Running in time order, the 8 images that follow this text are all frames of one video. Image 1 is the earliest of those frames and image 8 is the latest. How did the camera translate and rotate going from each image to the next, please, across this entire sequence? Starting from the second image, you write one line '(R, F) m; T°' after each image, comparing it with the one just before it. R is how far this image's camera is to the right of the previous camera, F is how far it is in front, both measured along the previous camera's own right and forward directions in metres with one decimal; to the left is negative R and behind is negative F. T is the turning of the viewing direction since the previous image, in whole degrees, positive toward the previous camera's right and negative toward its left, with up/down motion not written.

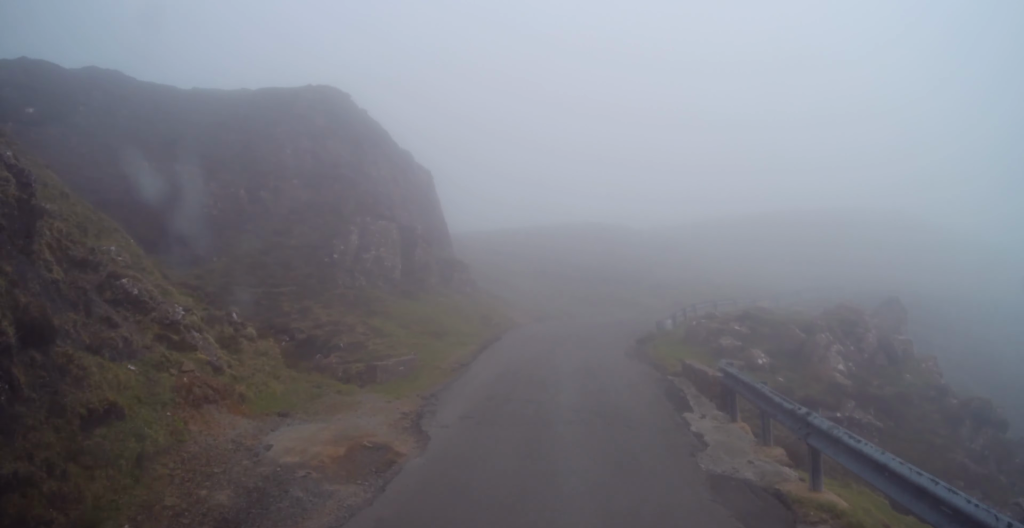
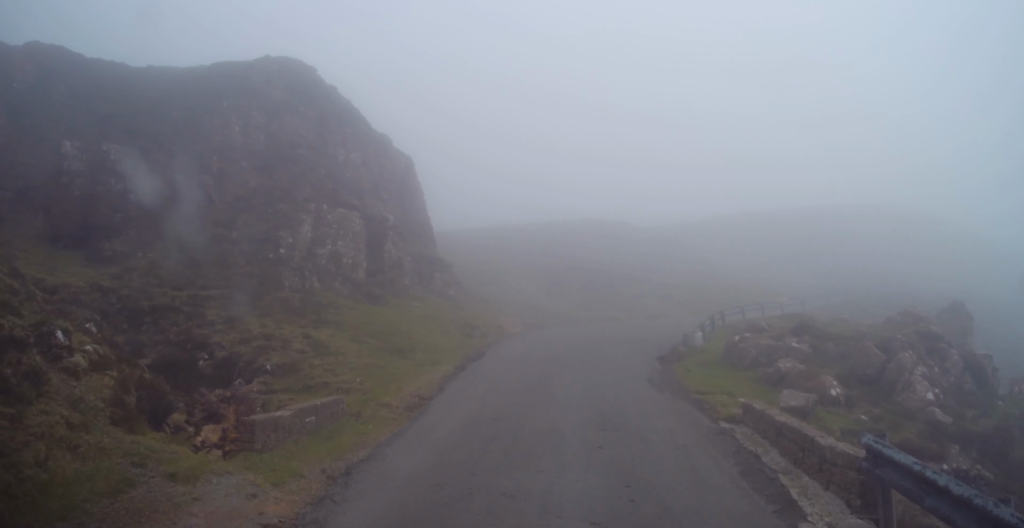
(0.0, +4.5) m; +1°
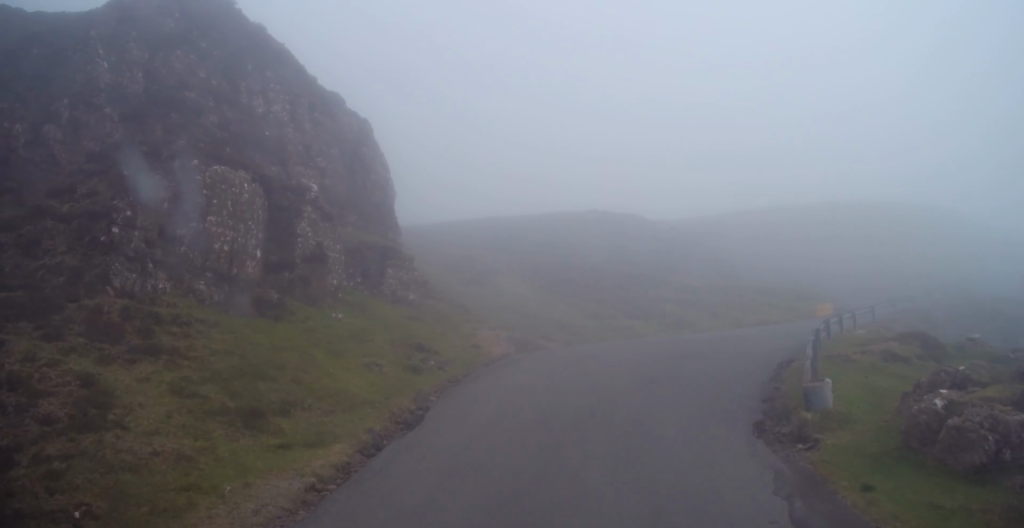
(+0.3, +7.4) m; +5°
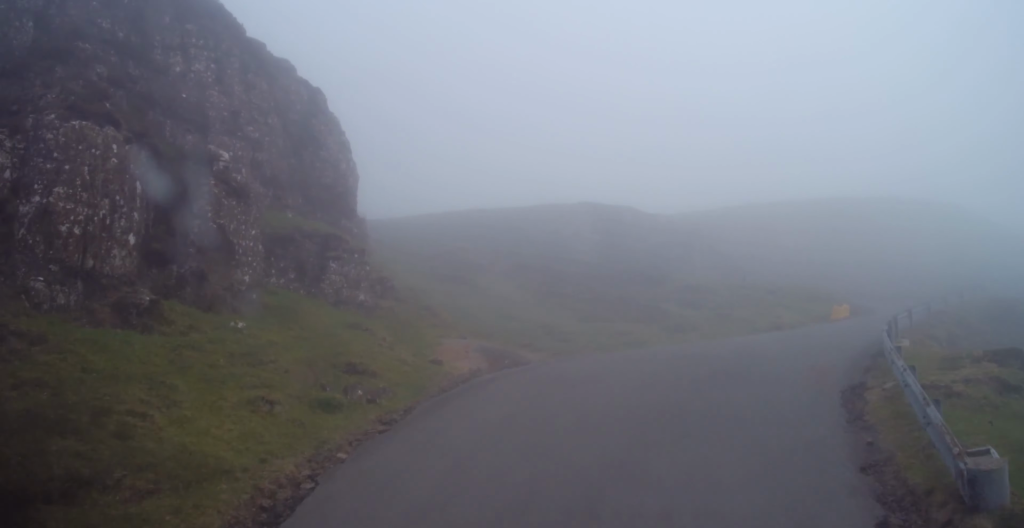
(0.0, +3.8) m; +5°
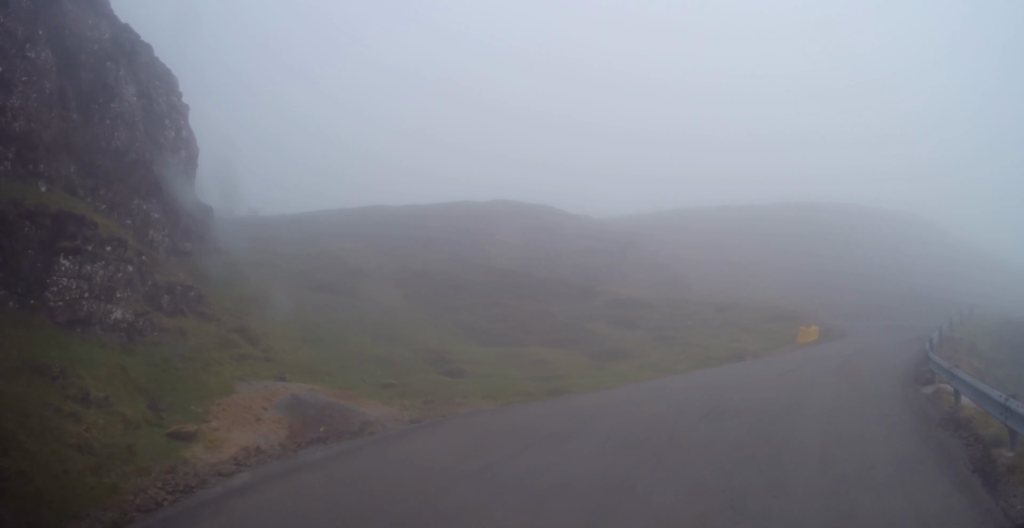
(+0.7, +6.4) m; +13°
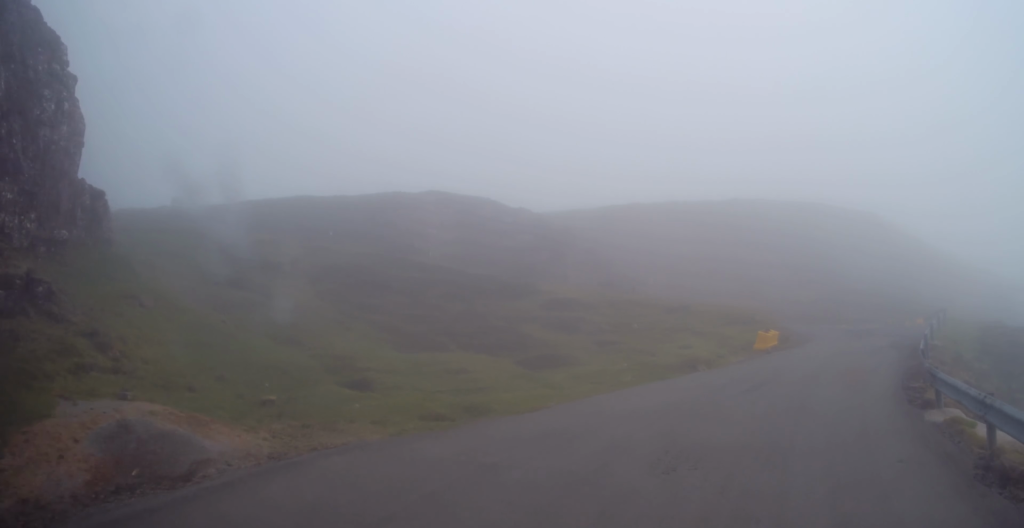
(+0.3, +2.6) m; +4°
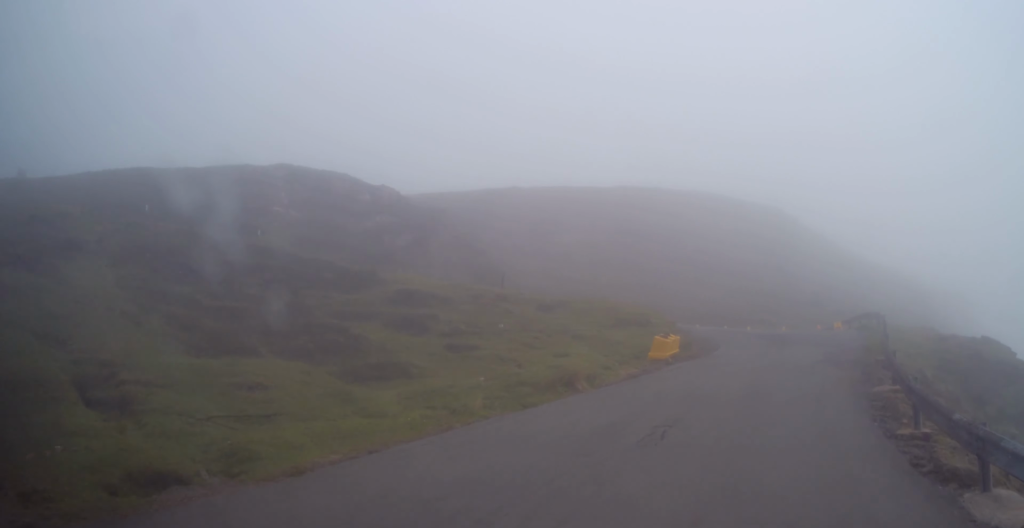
(+0.2, +4.9) m; +7°
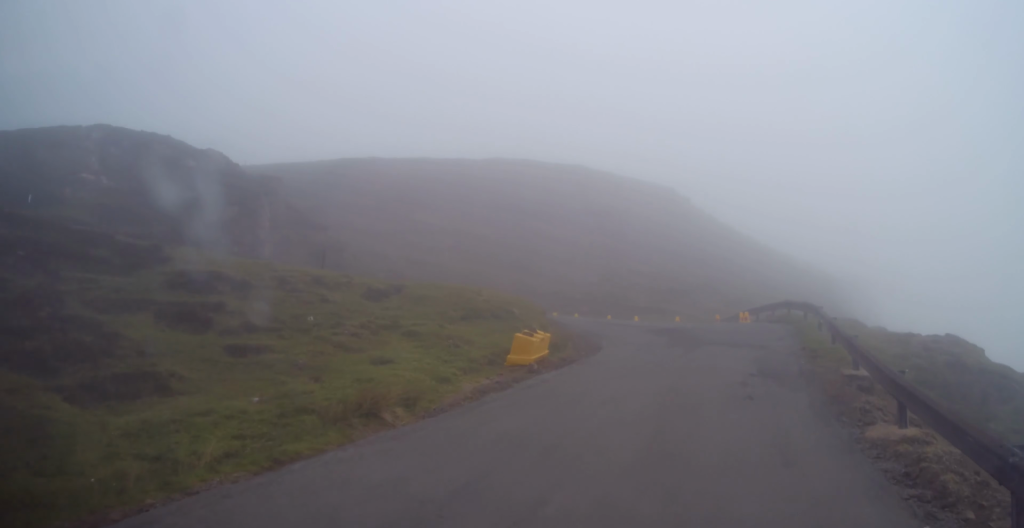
(+0.3, +5.0) m; +8°
